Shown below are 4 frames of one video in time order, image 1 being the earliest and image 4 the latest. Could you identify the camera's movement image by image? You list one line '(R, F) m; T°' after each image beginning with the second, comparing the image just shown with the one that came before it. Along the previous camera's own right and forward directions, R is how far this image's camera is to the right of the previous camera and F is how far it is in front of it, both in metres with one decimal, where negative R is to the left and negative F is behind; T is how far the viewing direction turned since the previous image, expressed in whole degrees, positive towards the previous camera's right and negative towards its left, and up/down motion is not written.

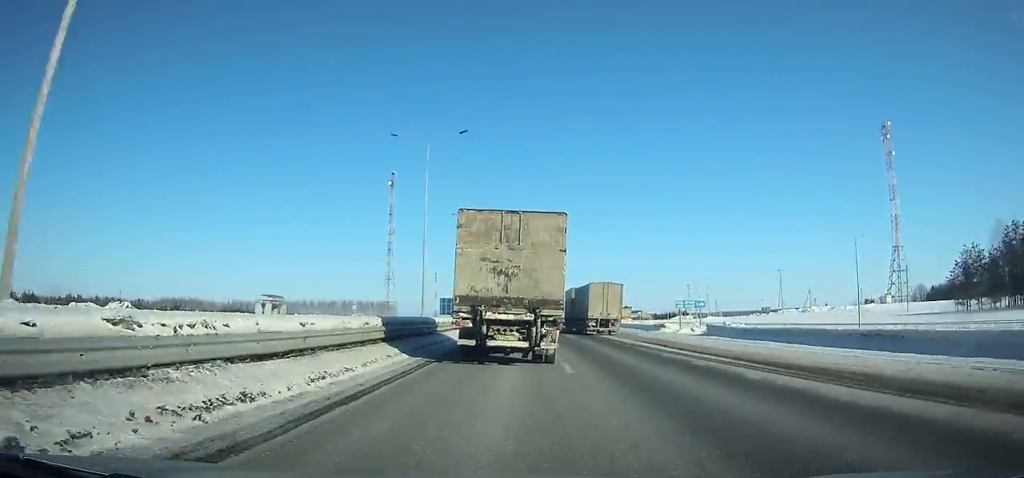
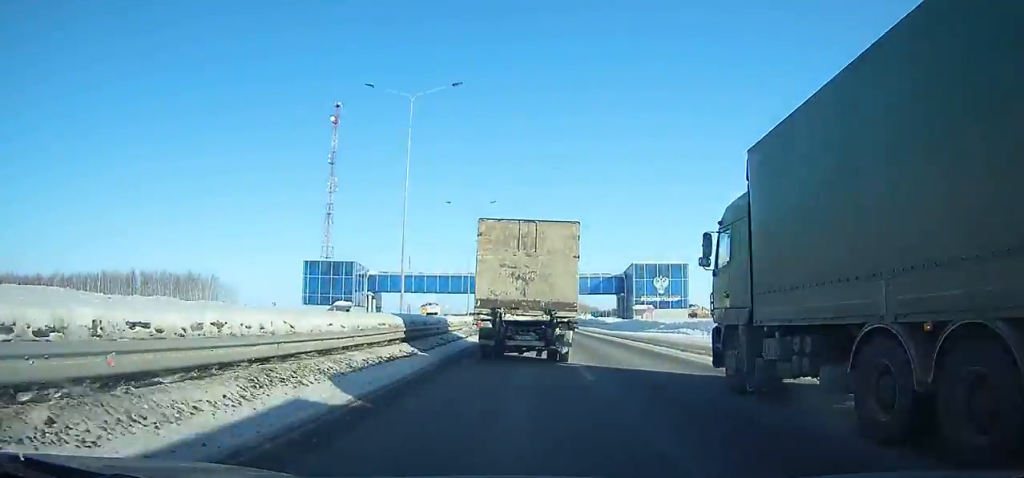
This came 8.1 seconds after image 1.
(-1.3, +155.6) m; -1°
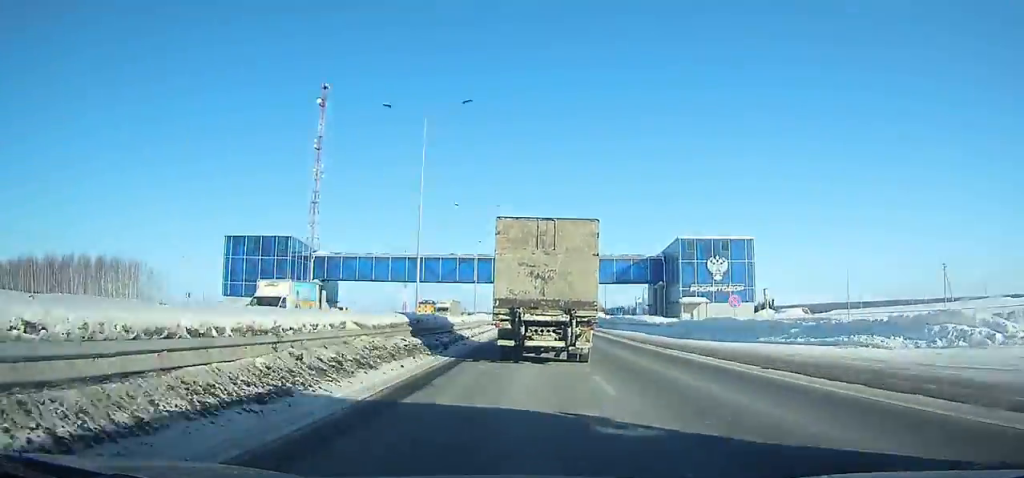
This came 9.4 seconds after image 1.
(-0.1, +27.4) m; 0°
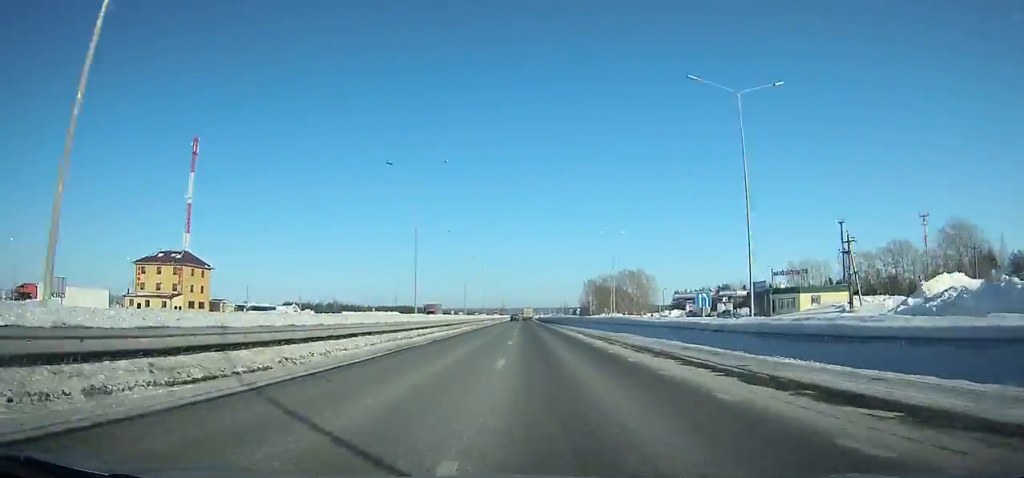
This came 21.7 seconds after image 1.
(+1.7, +294.7) m; +1°
